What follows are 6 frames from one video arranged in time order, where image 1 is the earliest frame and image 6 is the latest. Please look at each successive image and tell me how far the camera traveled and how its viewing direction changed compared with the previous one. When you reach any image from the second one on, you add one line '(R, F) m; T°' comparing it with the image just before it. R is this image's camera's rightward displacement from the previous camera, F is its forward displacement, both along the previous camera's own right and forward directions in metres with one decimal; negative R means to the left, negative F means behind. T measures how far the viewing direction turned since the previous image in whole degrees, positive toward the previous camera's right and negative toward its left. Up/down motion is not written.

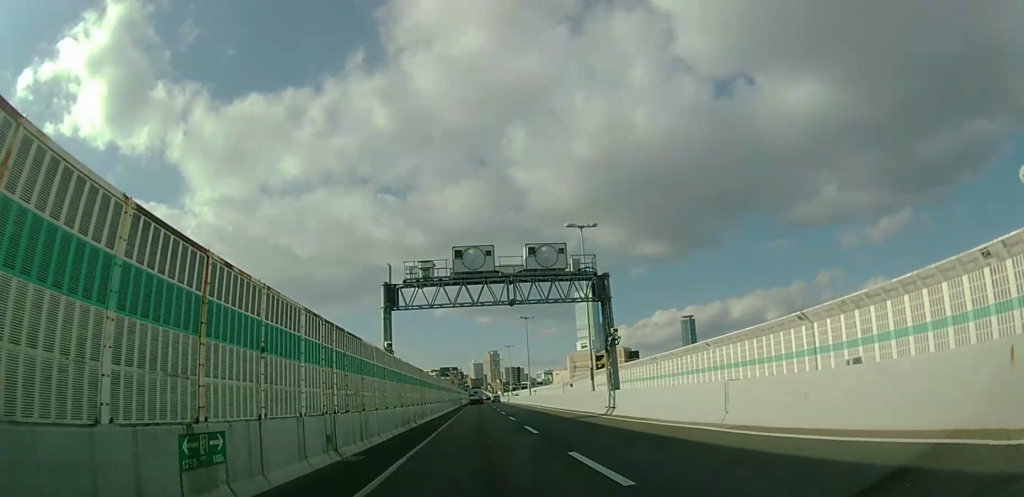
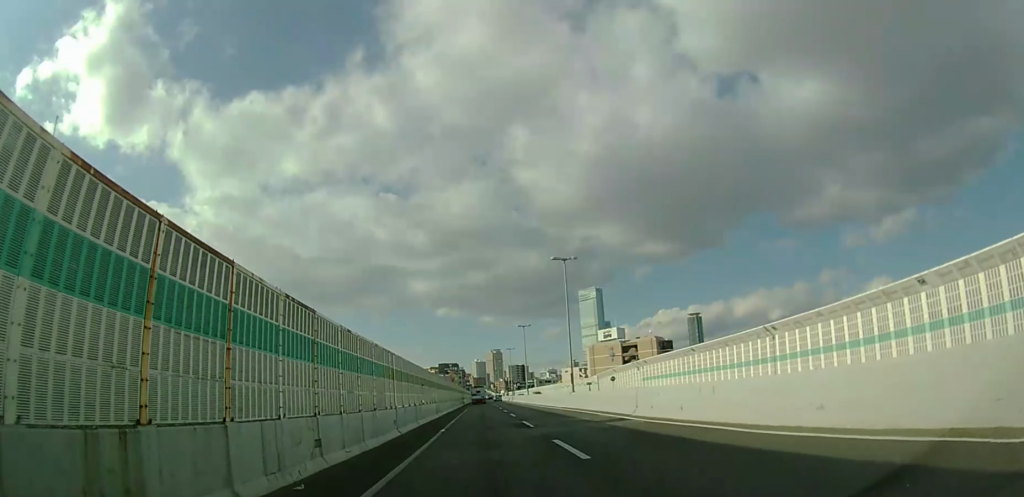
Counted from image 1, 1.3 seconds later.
(+0.1, +27.5) m; 0°
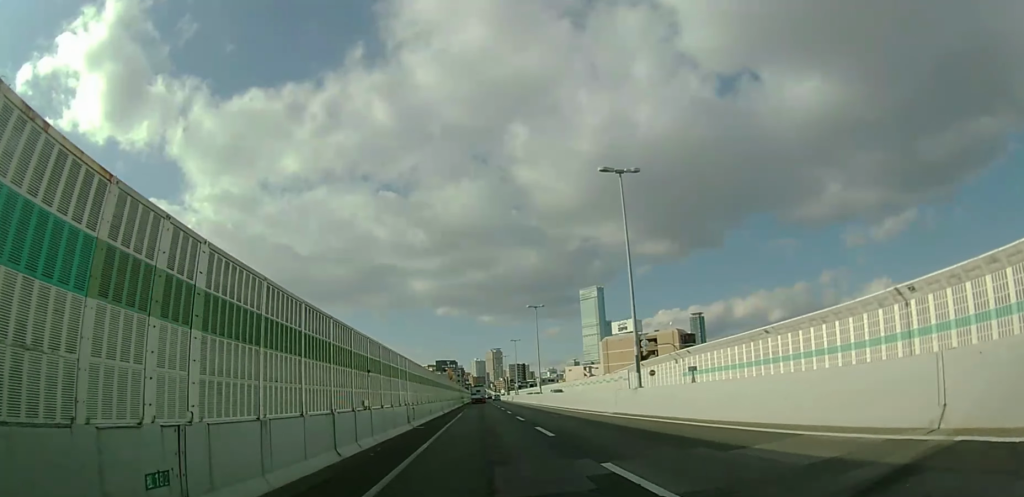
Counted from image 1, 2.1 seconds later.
(-0.1, +15.2) m; 0°
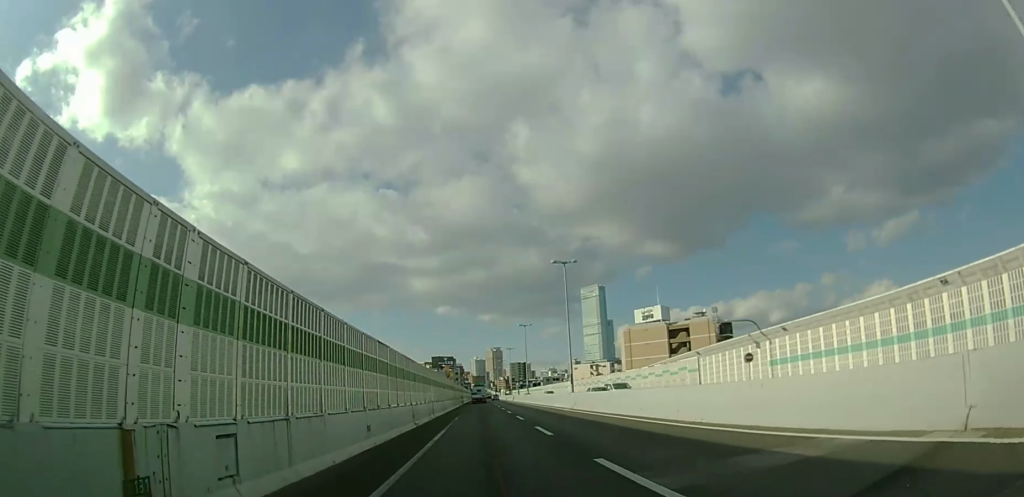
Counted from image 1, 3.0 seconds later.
(0.0, +18.8) m; 0°
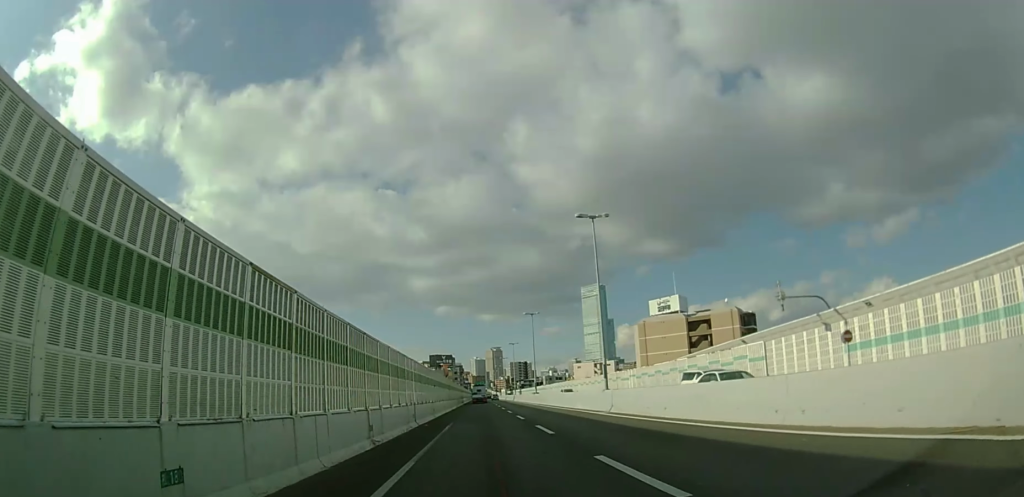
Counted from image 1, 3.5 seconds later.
(0.0, +10.5) m; 0°
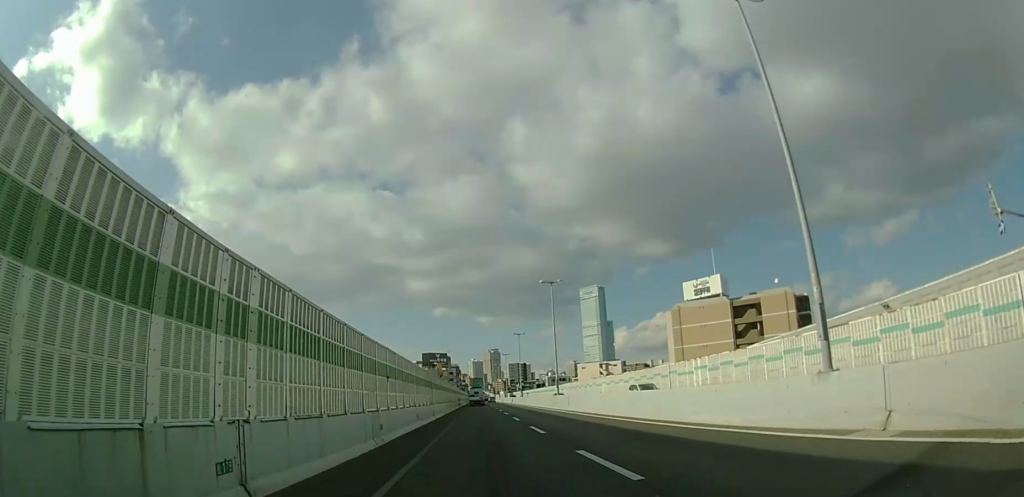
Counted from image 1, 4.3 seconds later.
(+0.1, +18.1) m; 0°
